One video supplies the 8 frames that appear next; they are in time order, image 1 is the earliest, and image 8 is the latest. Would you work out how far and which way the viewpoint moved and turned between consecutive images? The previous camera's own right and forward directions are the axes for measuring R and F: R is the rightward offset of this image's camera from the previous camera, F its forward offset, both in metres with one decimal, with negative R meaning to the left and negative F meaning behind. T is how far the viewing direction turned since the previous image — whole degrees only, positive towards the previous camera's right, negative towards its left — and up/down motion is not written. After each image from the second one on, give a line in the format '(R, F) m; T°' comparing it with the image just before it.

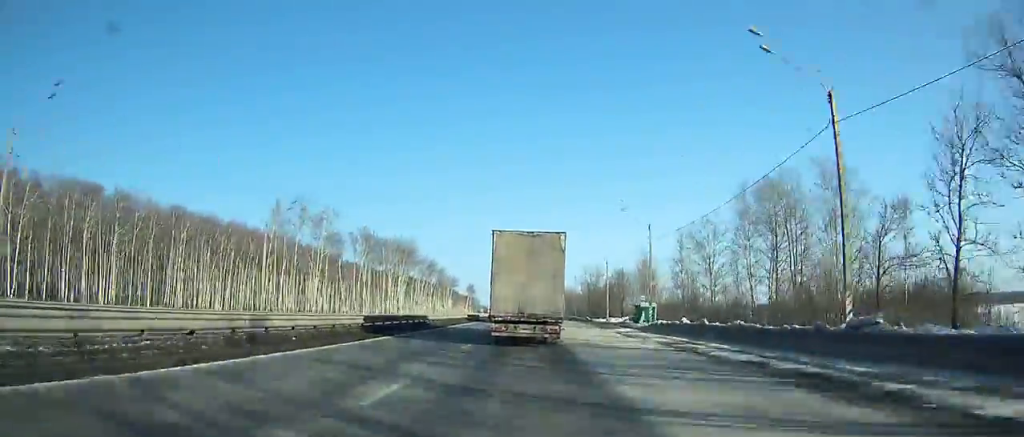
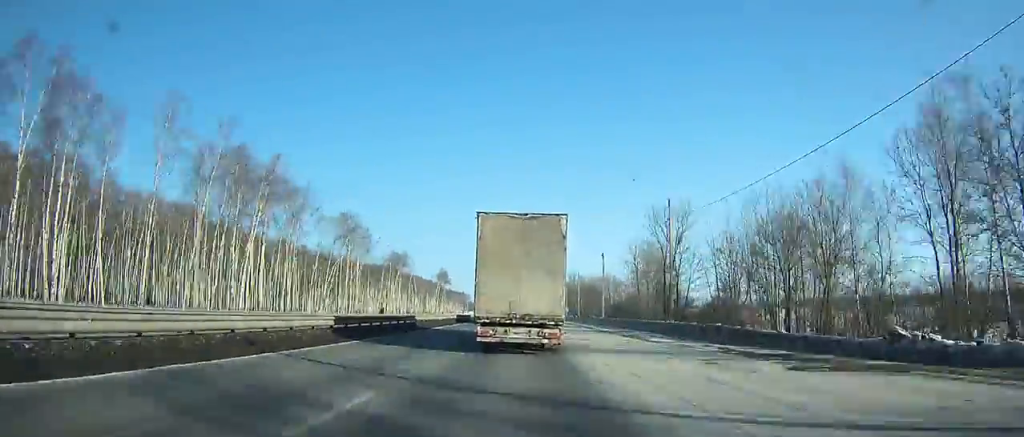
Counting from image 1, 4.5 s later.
(+0.1, +84.3) m; 0°
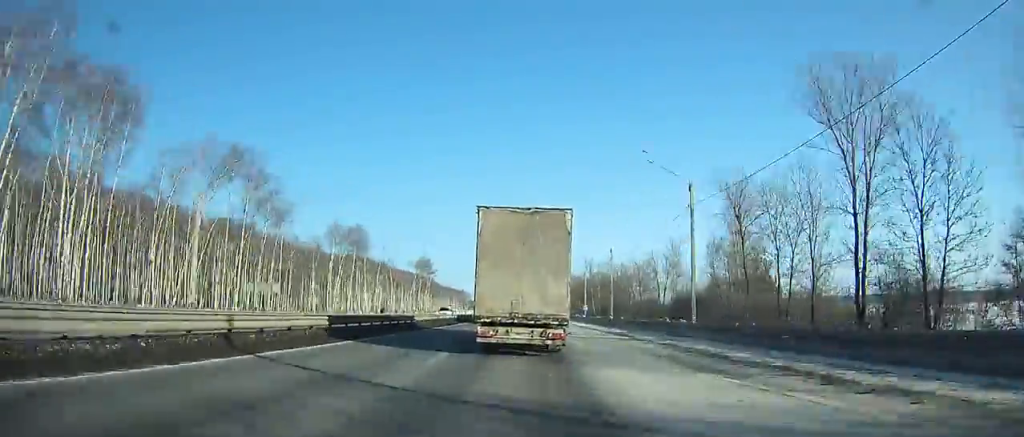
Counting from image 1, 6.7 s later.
(-0.1, +40.5) m; 0°
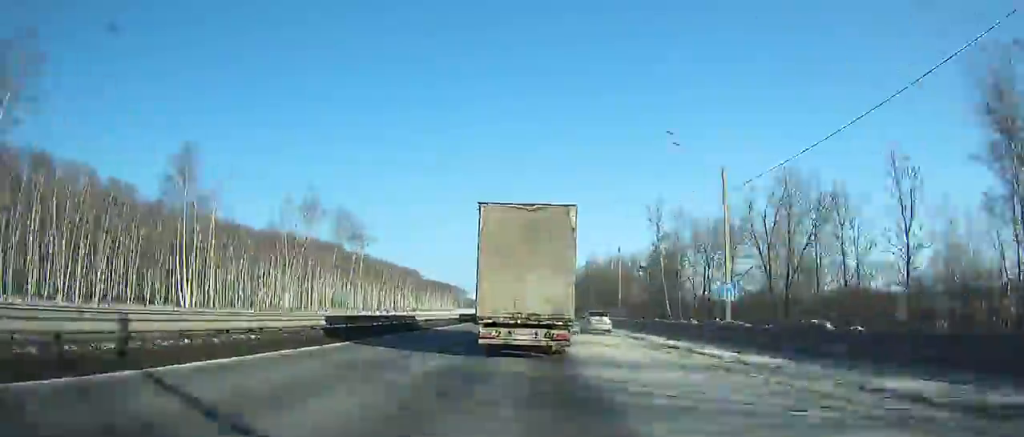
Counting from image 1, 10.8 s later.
(-0.1, +74.5) m; 0°
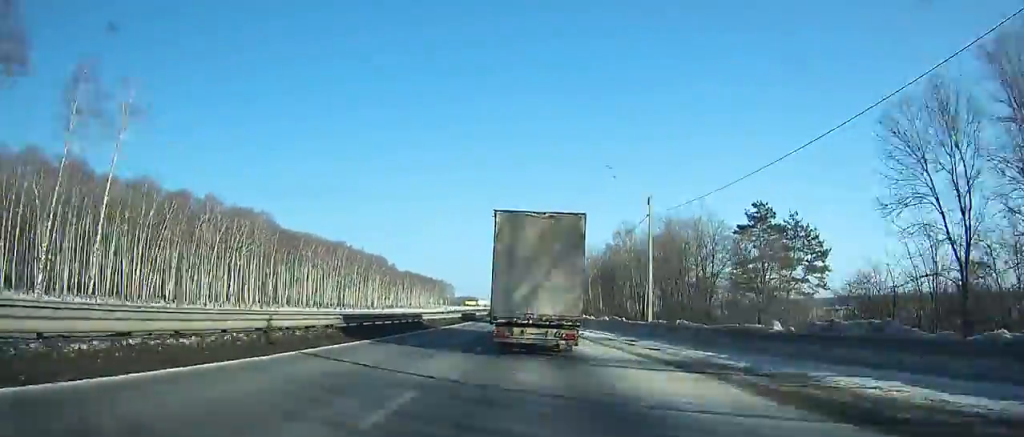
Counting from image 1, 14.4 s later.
(+0.2, +65.6) m; 0°
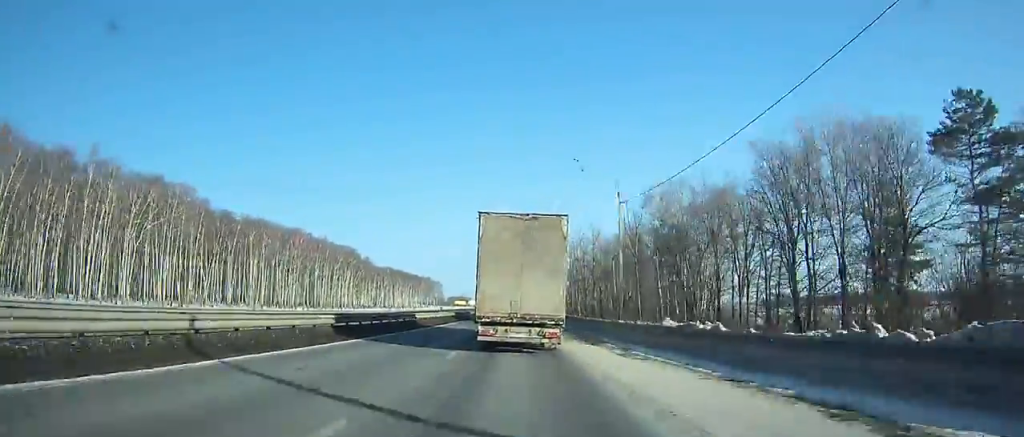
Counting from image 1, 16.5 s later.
(0.0, +38.6) m; 0°
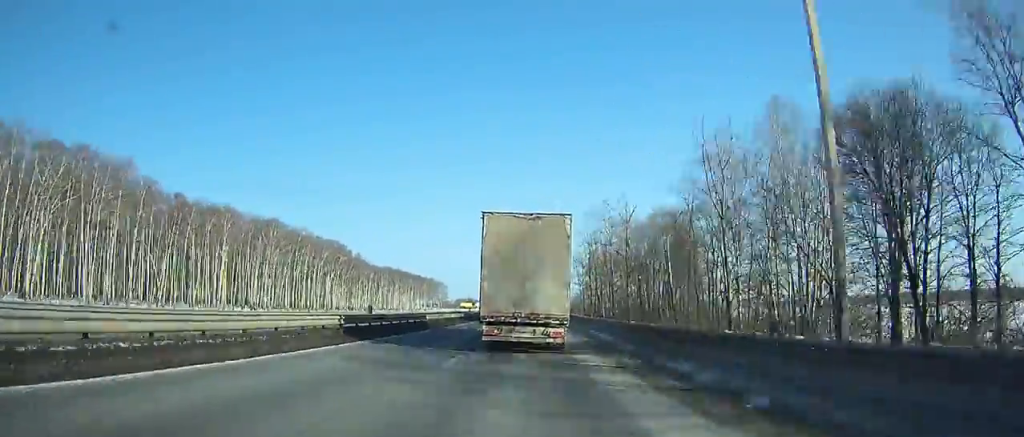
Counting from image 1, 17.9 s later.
(-0.1, +25.9) m; 0°
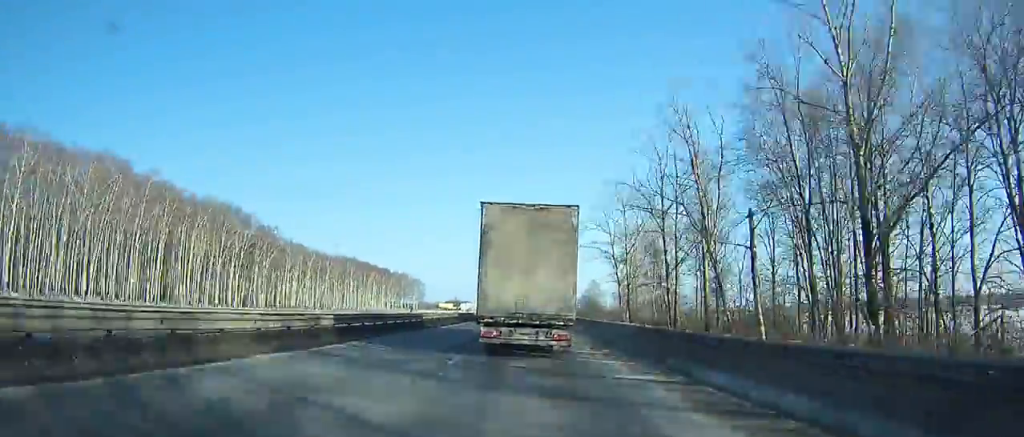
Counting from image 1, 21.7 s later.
(+0.2, +70.5) m; 0°
